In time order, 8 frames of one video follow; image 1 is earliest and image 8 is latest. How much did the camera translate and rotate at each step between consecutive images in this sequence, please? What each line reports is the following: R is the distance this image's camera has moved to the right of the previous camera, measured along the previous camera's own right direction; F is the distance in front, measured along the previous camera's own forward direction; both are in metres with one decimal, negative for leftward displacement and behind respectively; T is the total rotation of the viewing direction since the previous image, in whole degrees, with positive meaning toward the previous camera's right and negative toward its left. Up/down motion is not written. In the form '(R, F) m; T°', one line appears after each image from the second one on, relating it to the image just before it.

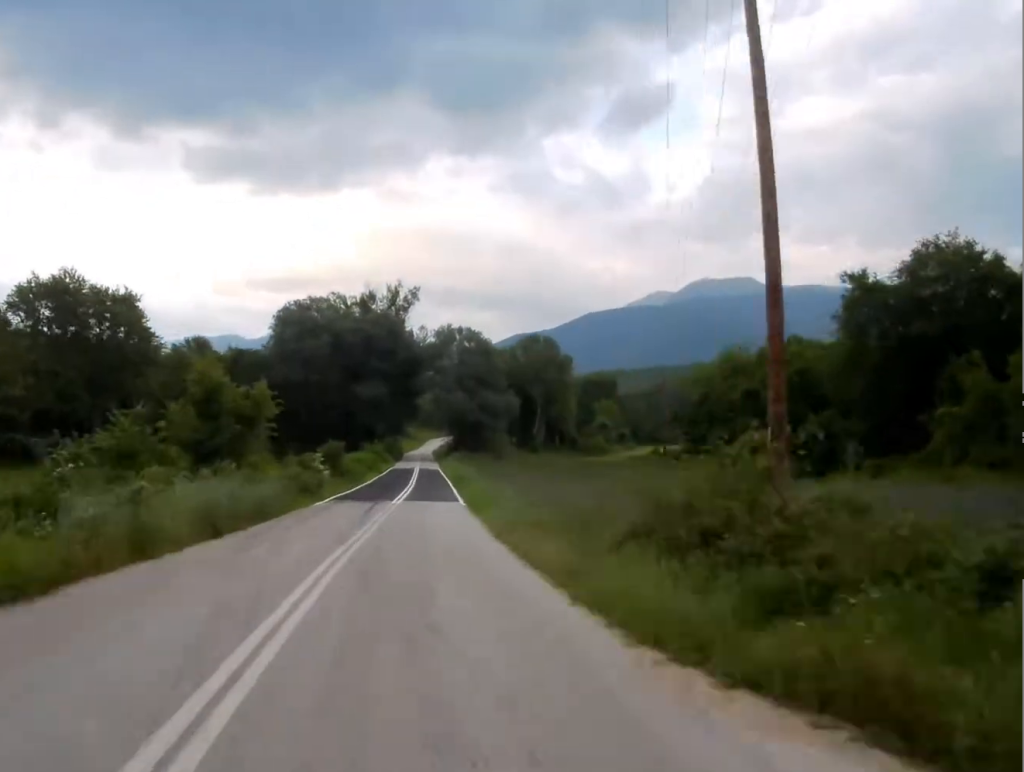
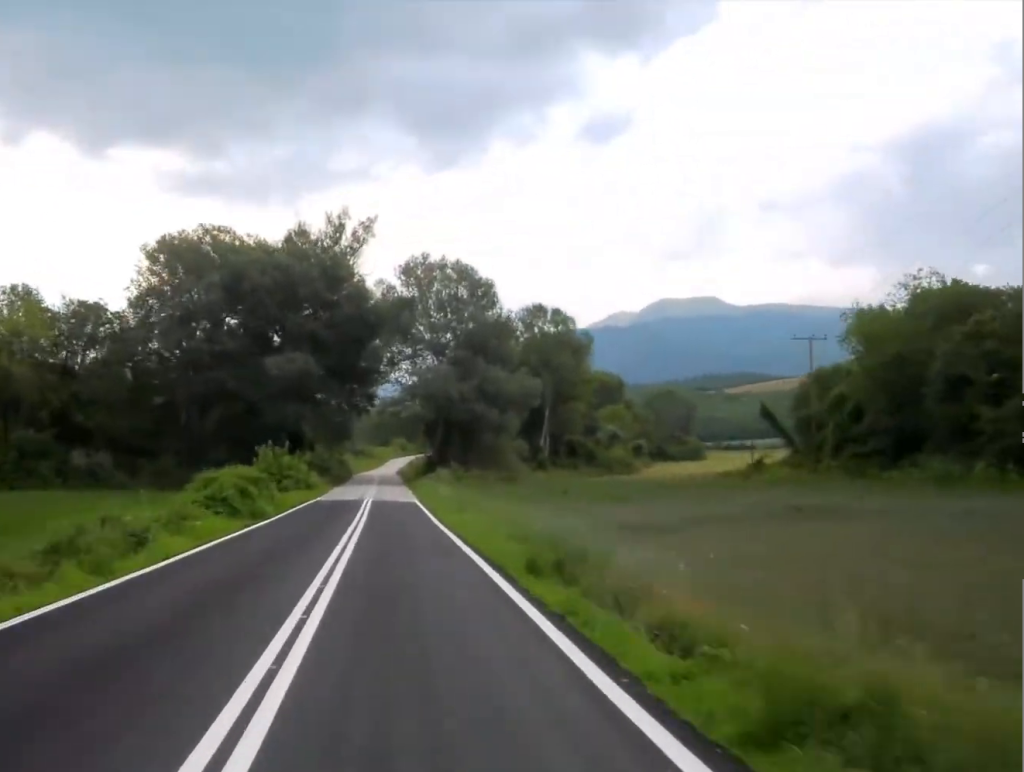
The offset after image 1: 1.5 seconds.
(+0.8, +51.6) m; +2°
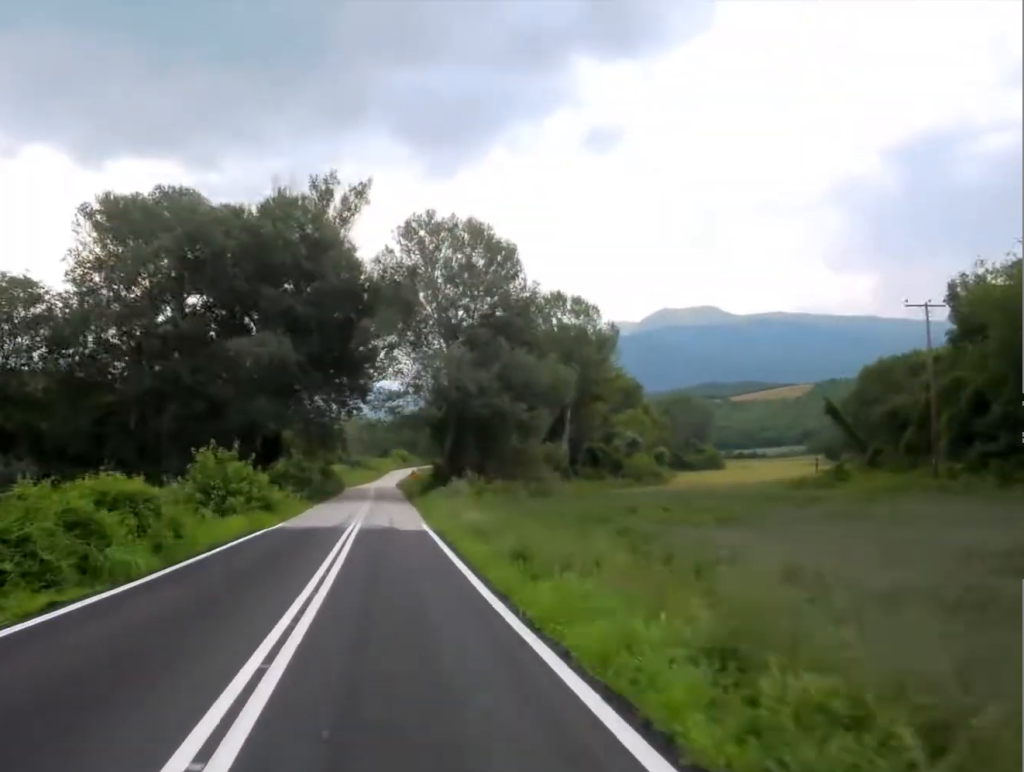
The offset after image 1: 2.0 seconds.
(+0.2, +16.0) m; +1°
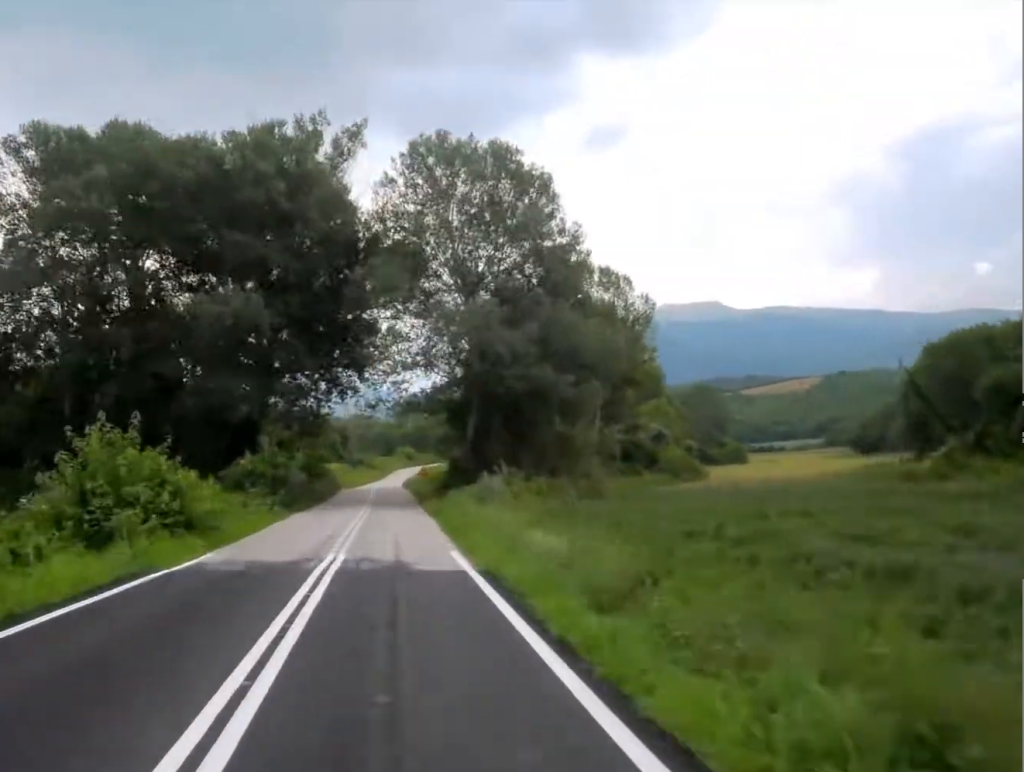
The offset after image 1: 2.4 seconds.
(0.0, +14.0) m; 0°
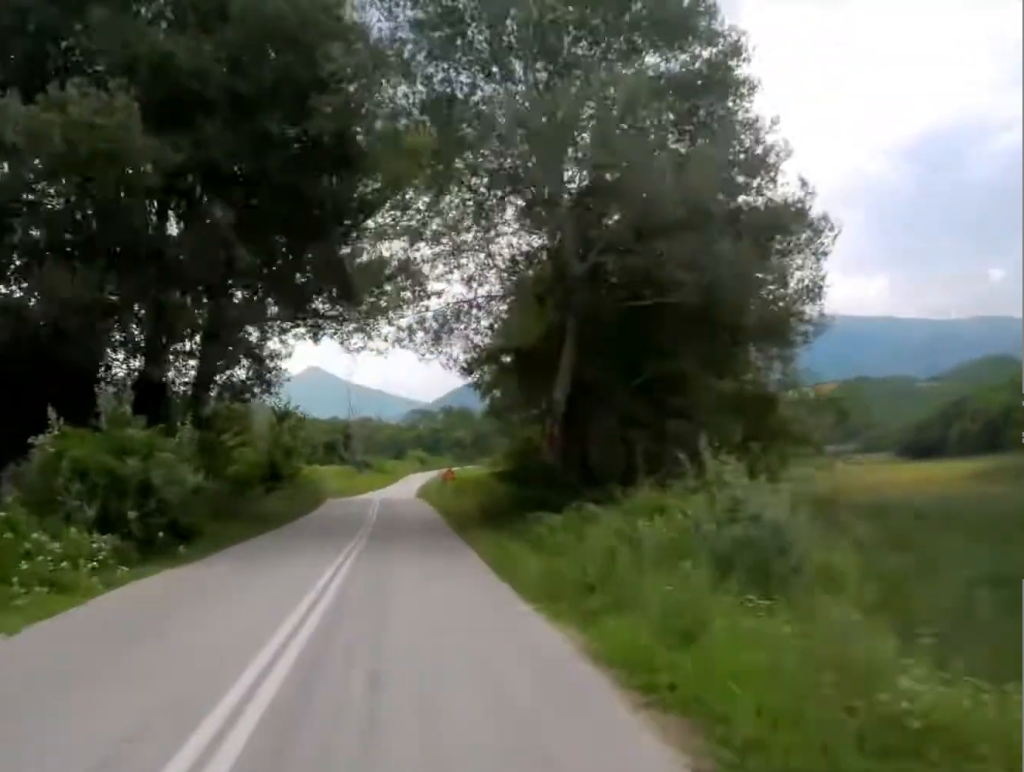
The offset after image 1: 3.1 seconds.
(+0.1, +23.3) m; -1°
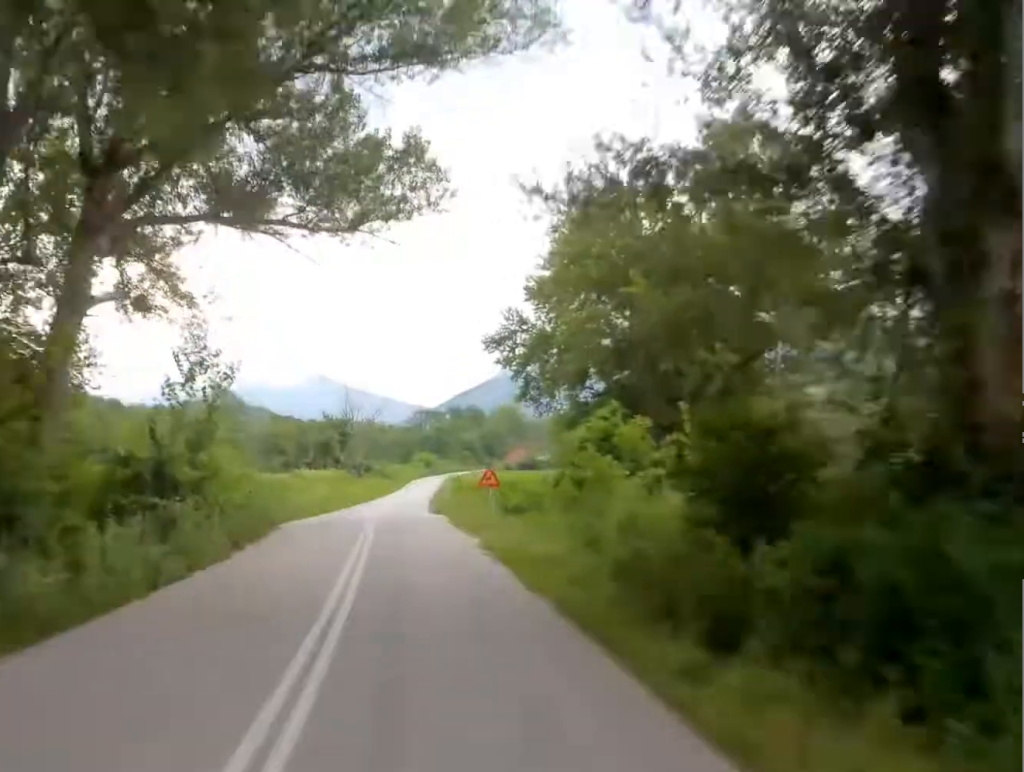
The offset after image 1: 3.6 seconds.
(-0.3, +18.7) m; -1°
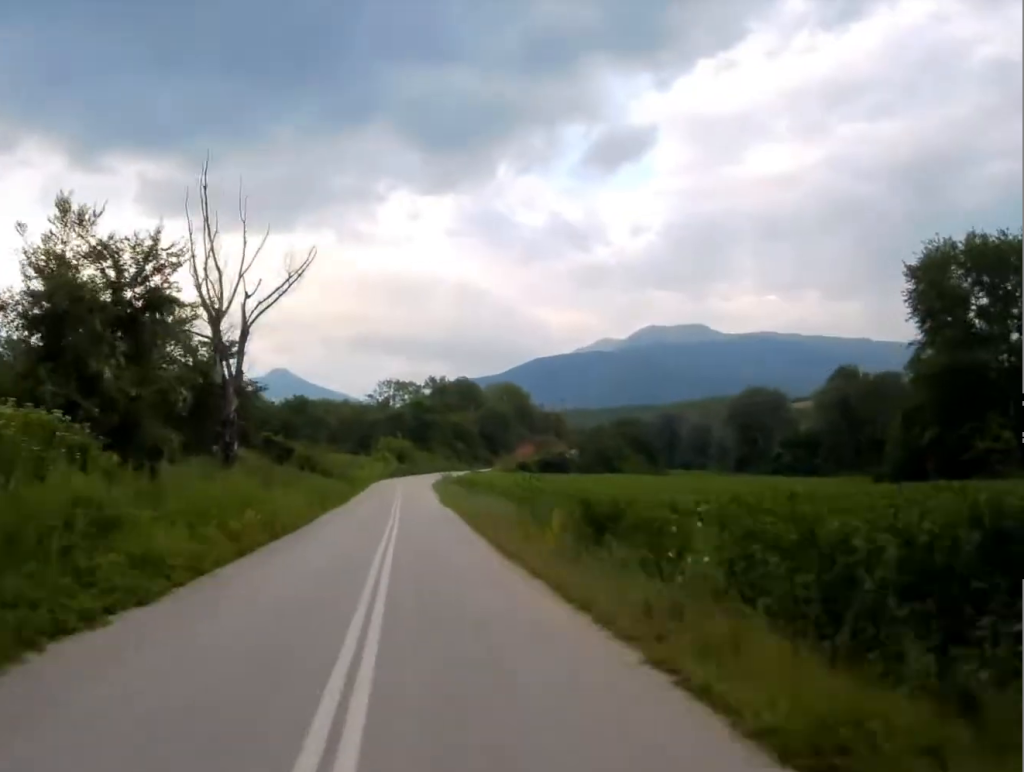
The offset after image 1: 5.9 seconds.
(-0.1, +78.5) m; +2°
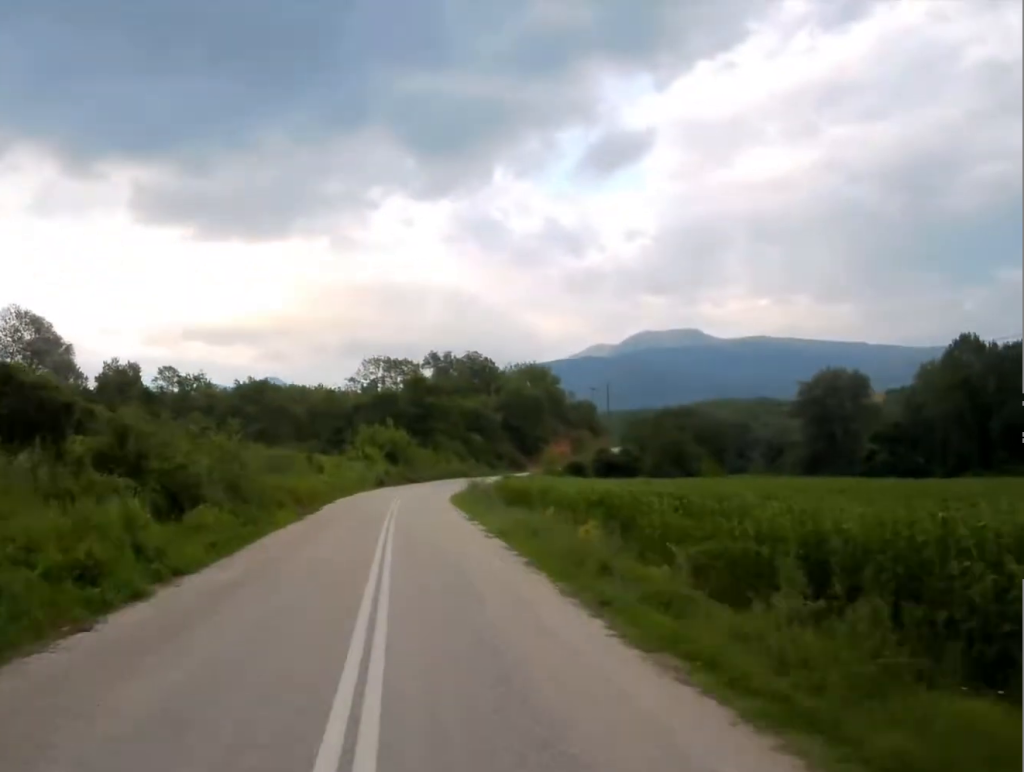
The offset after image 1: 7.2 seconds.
(+1.0, +44.6) m; +2°
